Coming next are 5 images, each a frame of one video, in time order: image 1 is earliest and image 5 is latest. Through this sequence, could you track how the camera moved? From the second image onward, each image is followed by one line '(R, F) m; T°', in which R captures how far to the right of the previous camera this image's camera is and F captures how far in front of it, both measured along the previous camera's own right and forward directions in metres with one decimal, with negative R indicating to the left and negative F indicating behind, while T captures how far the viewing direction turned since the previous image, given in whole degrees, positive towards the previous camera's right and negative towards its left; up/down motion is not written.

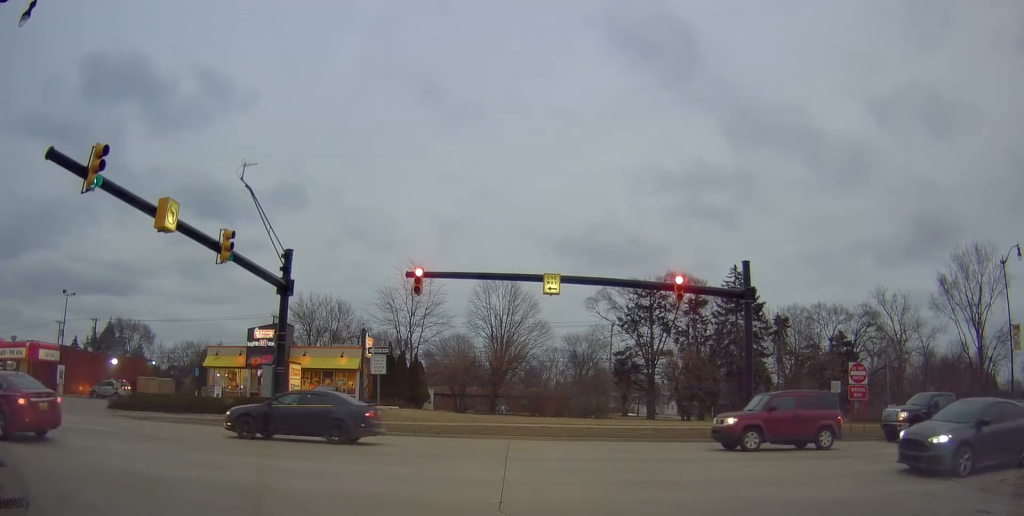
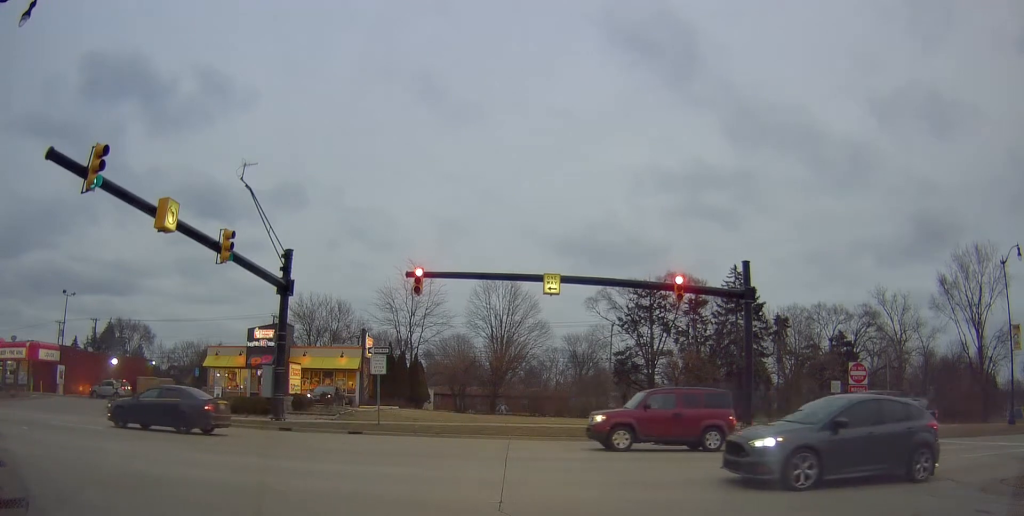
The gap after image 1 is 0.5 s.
(-0.2, 0.0) m; 0°
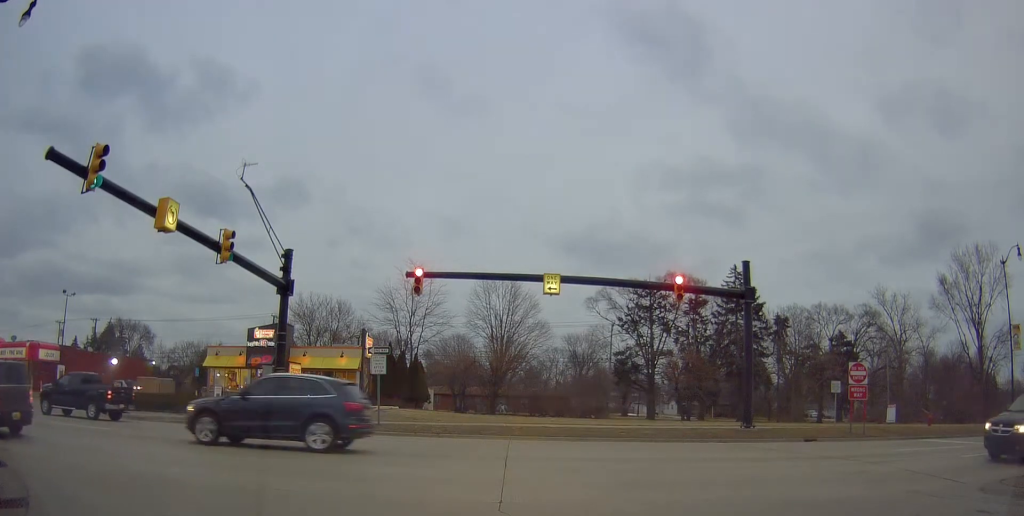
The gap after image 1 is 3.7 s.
(0.0, 0.0) m; 0°
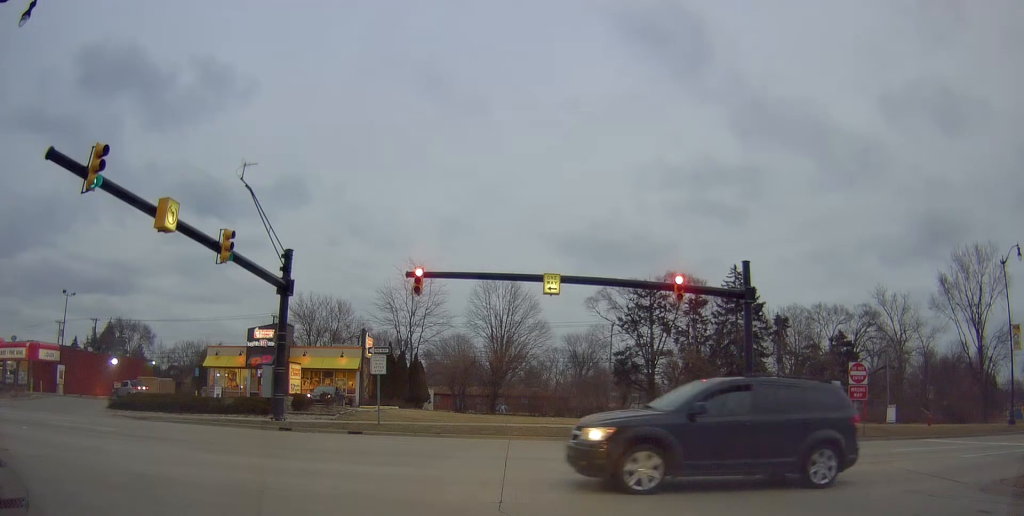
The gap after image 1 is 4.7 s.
(0.0, 0.0) m; 0°
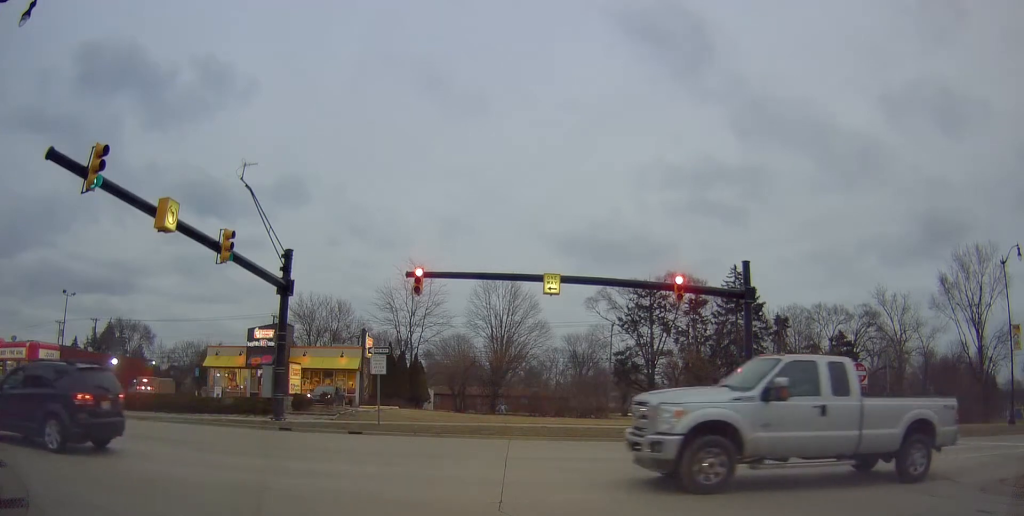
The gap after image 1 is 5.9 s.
(0.0, 0.0) m; 0°
